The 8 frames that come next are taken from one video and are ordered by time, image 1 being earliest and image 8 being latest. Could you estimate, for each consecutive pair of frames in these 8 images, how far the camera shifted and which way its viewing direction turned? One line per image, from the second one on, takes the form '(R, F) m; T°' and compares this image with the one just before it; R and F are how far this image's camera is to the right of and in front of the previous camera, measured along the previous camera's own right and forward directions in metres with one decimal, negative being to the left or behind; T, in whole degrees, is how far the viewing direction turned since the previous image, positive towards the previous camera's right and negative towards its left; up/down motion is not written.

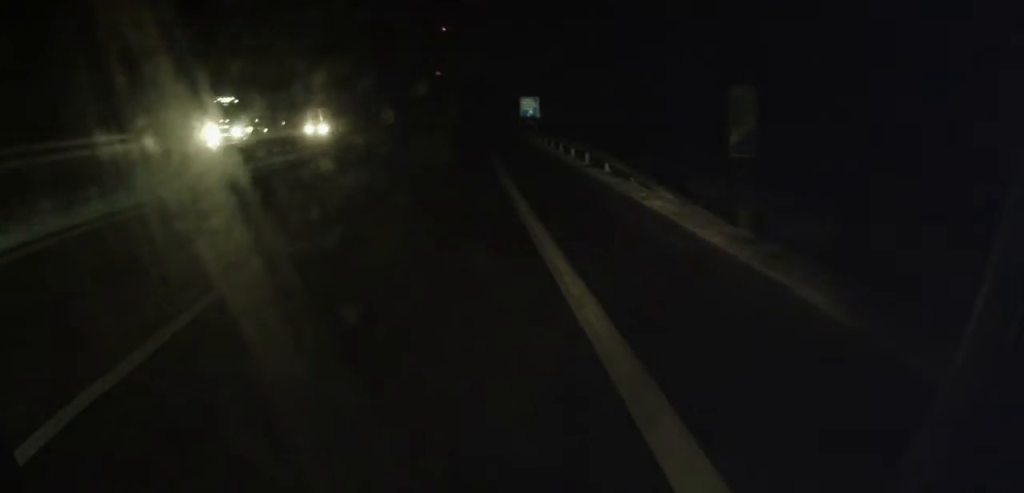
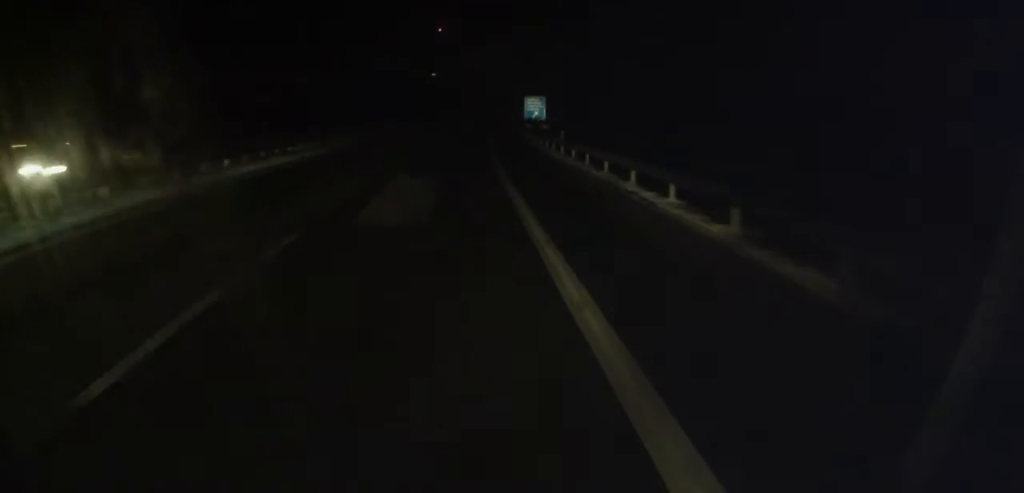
(+0.2, +15.6) m; +1°
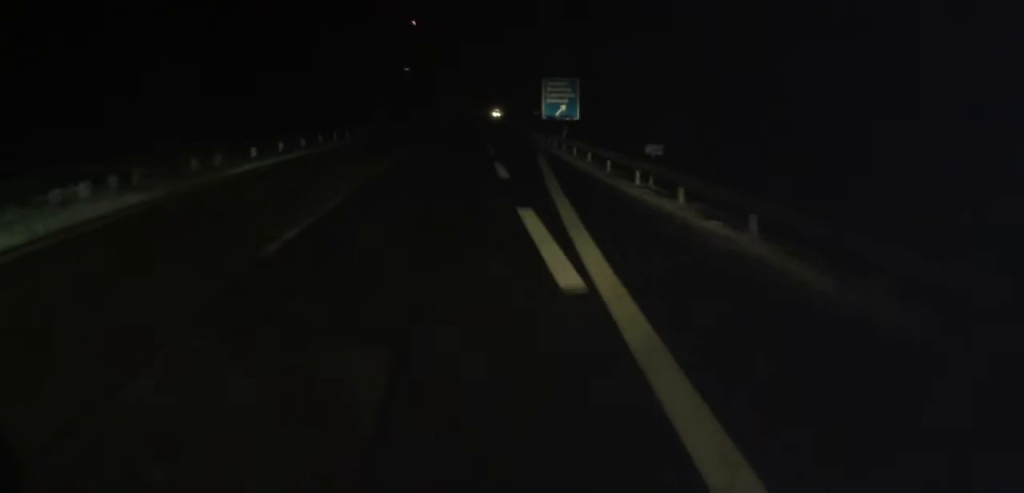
(+1.2, +49.2) m; +2°
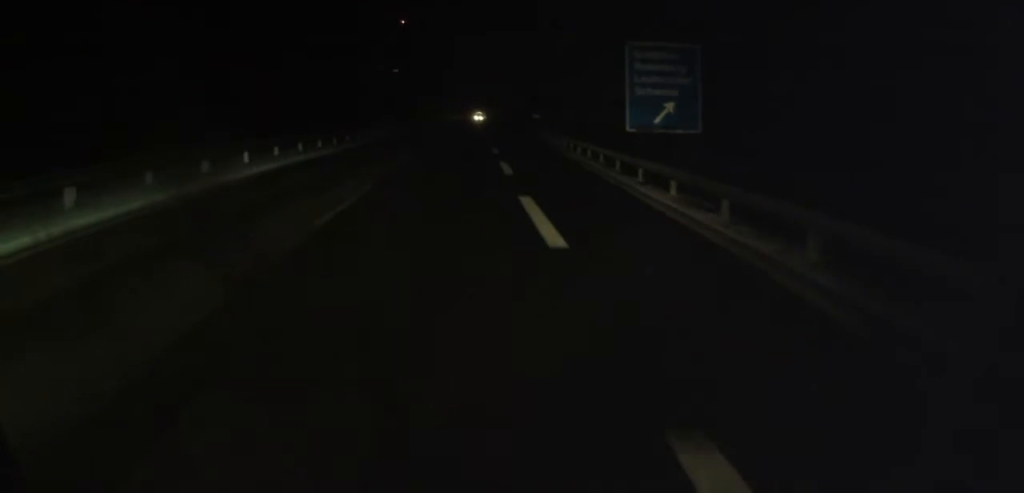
(0.0, +33.7) m; 0°
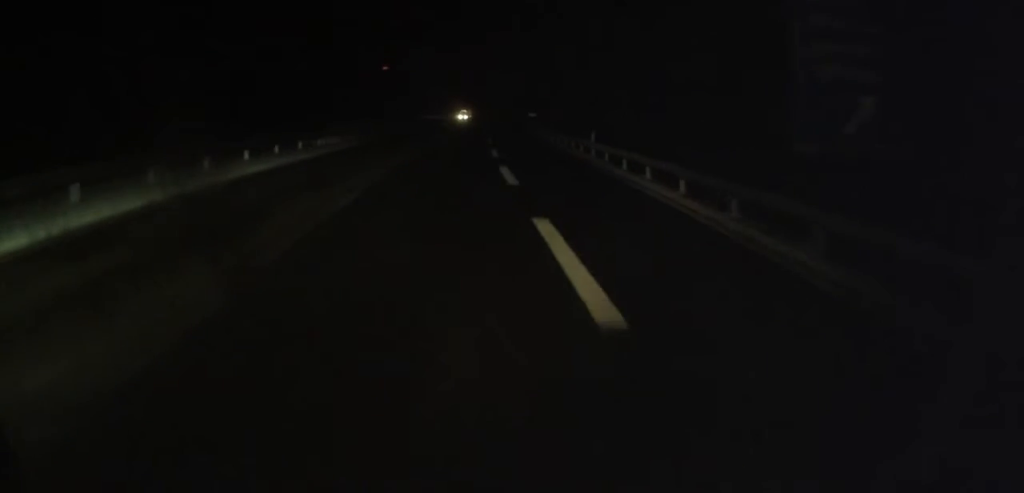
(0.0, +15.8) m; +1°
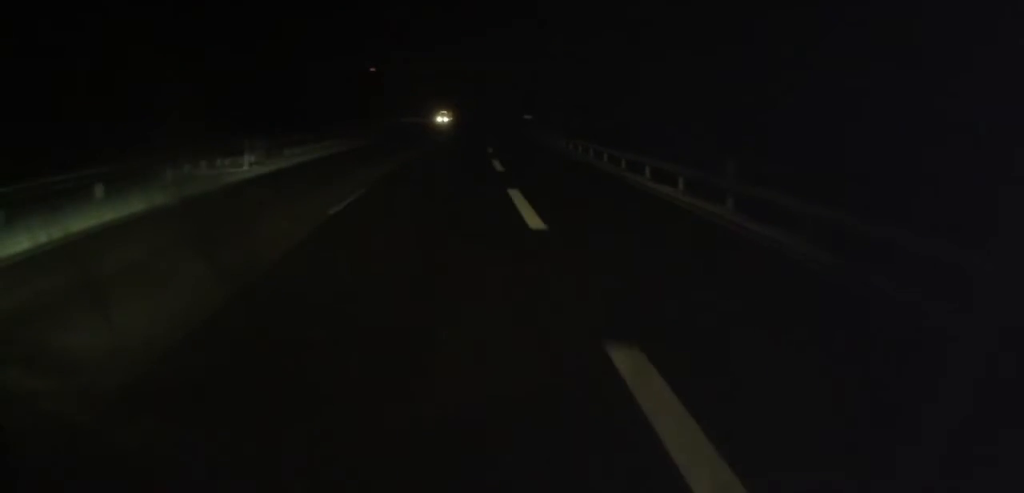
(0.0, +19.0) m; +2°
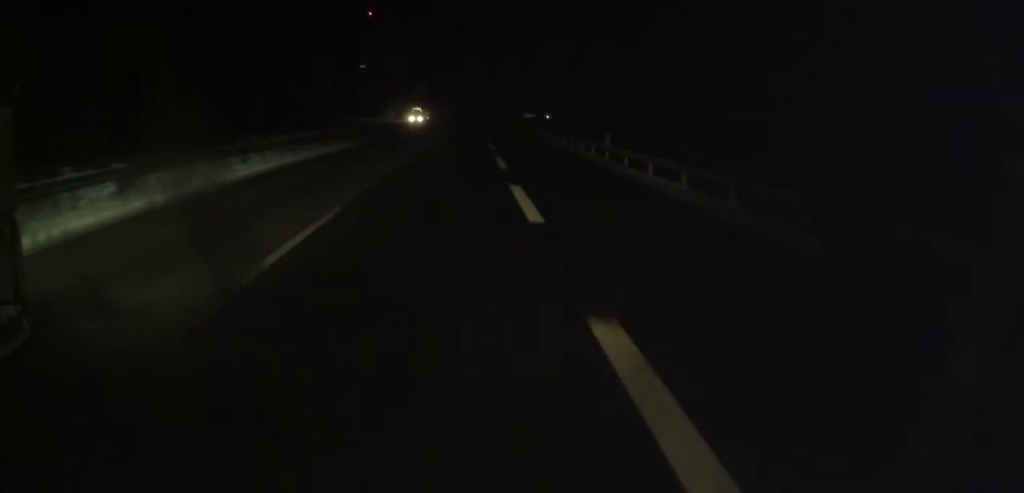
(+0.8, +23.8) m; +1°
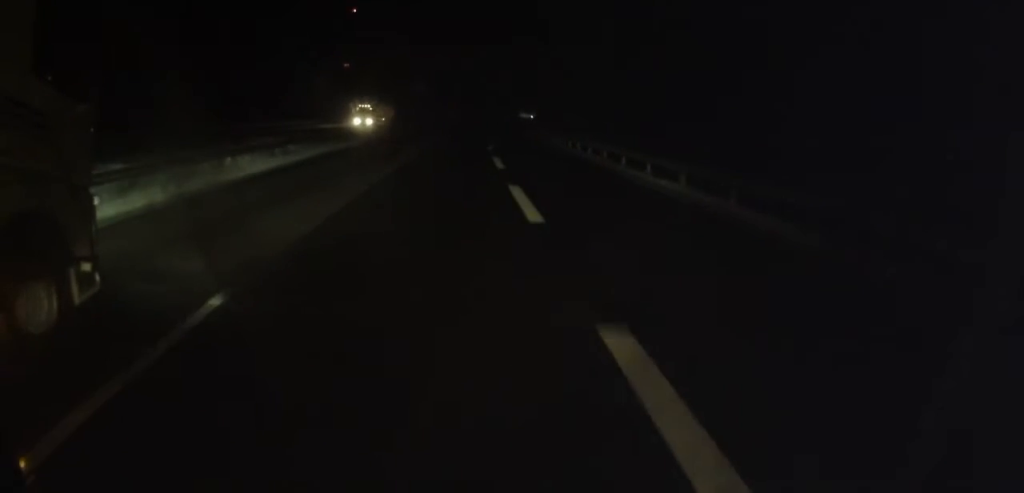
(-0.5, +24.4) m; -1°
